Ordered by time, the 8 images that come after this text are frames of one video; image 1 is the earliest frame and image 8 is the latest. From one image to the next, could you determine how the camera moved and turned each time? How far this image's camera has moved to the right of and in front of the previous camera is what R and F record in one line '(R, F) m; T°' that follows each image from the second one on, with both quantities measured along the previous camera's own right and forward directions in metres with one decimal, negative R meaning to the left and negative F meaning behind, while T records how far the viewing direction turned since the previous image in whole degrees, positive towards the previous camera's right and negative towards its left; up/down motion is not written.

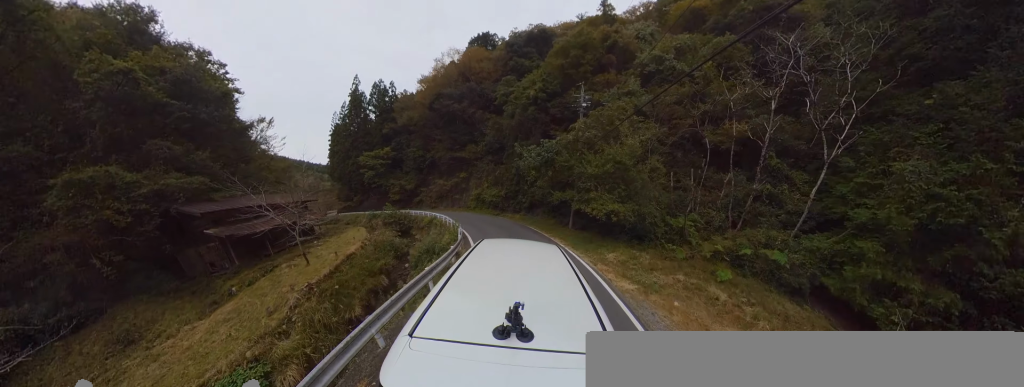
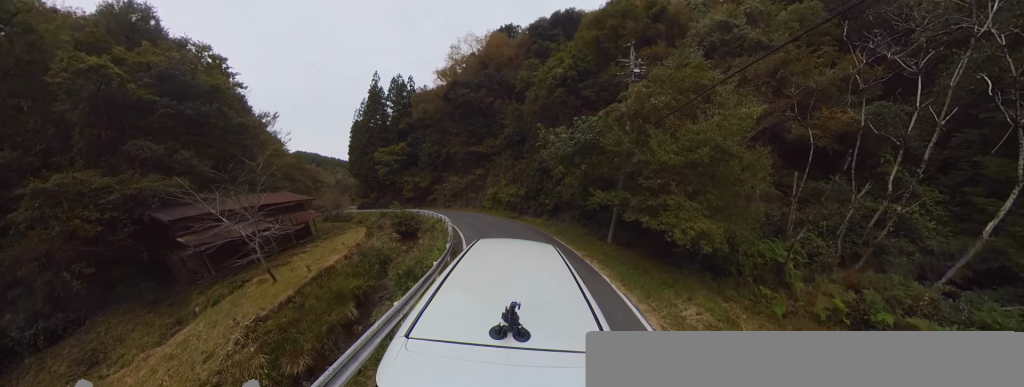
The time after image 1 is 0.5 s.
(0.0, +3.9) m; -8°
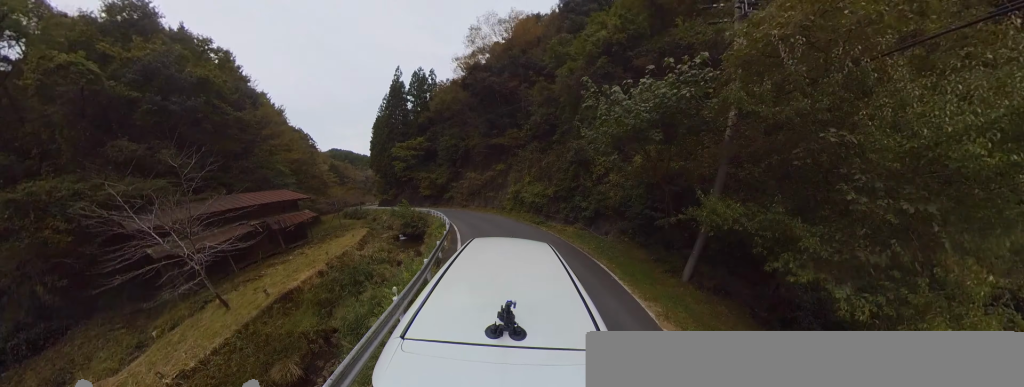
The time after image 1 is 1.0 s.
(+0.4, +4.1) m; -8°
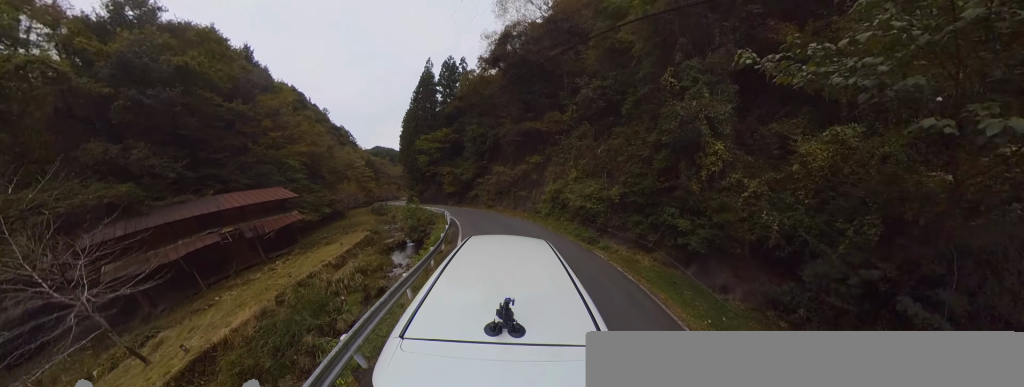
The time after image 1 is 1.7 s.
(-1.4, +5.7) m; -18°
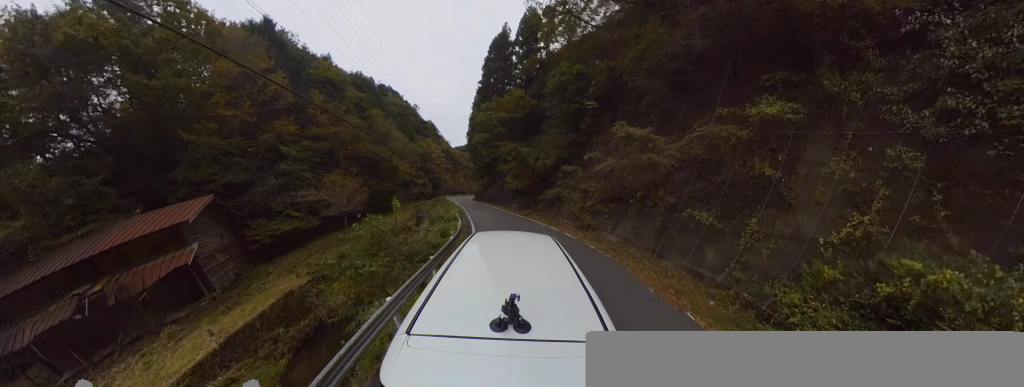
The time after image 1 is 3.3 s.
(-3.4, +13.8) m; -17°
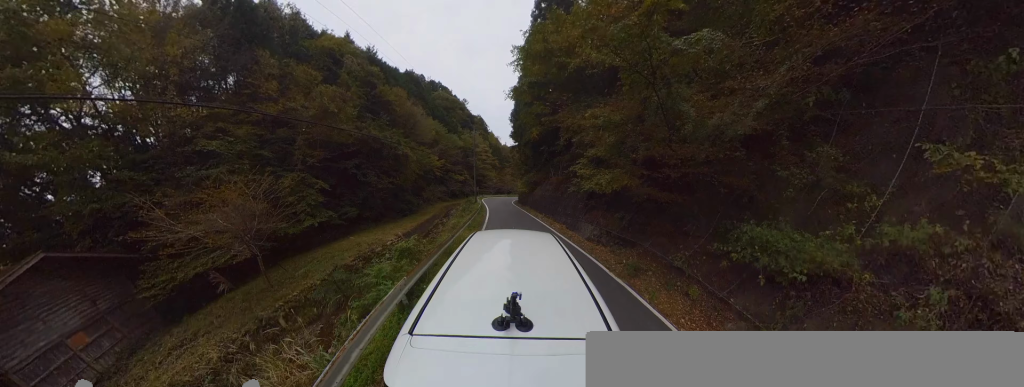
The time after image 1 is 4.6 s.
(0.0, +11.6) m; -5°
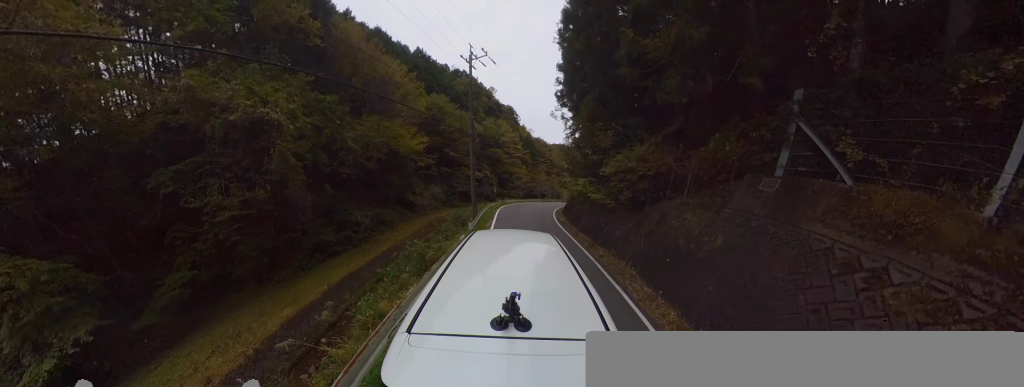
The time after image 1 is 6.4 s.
(-2.7, +16.3) m; -11°
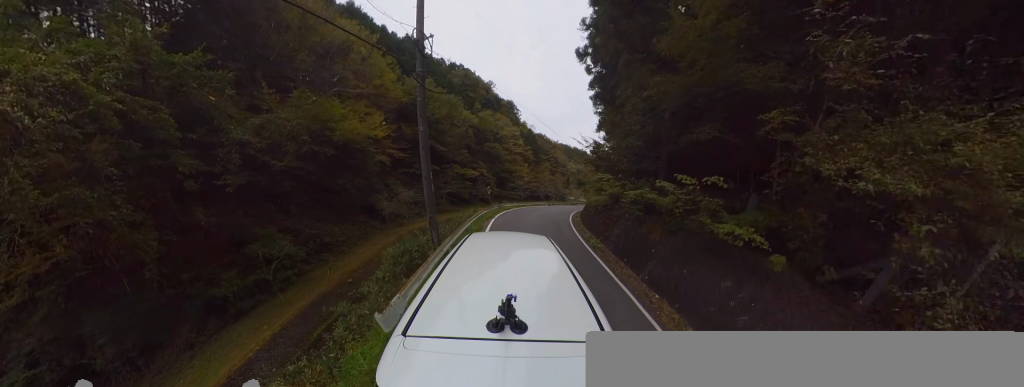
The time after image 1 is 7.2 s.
(0.0, +6.5) m; +6°
